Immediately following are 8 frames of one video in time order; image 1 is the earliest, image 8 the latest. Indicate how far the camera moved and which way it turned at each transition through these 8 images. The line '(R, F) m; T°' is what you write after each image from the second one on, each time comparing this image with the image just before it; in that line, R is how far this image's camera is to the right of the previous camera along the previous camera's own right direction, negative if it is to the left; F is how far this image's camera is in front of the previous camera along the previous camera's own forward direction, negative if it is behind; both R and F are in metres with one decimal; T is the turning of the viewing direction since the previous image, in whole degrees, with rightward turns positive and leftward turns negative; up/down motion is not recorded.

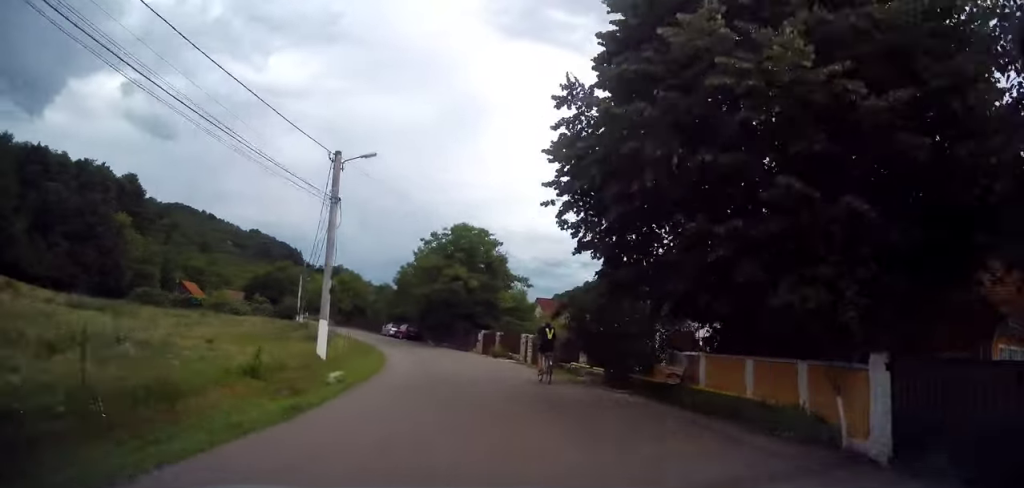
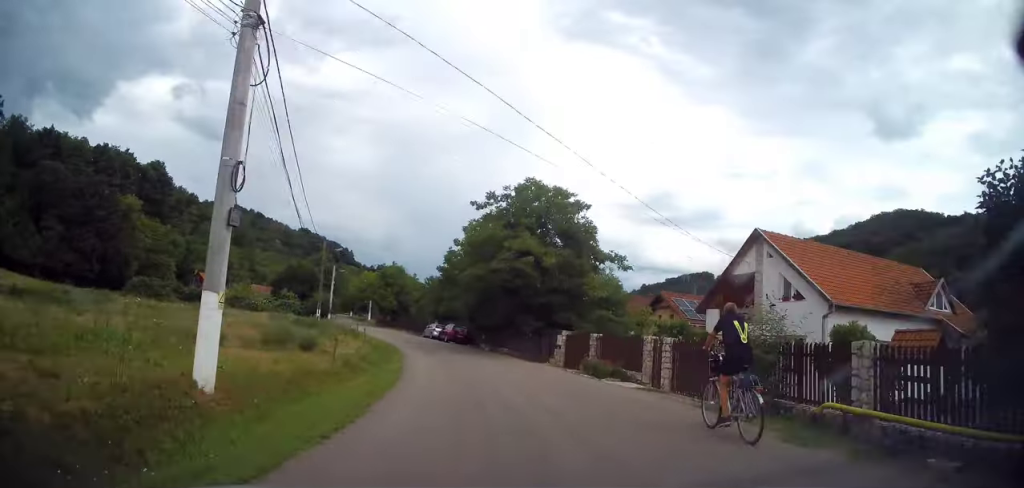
(-0.4, +13.1) m; -6°
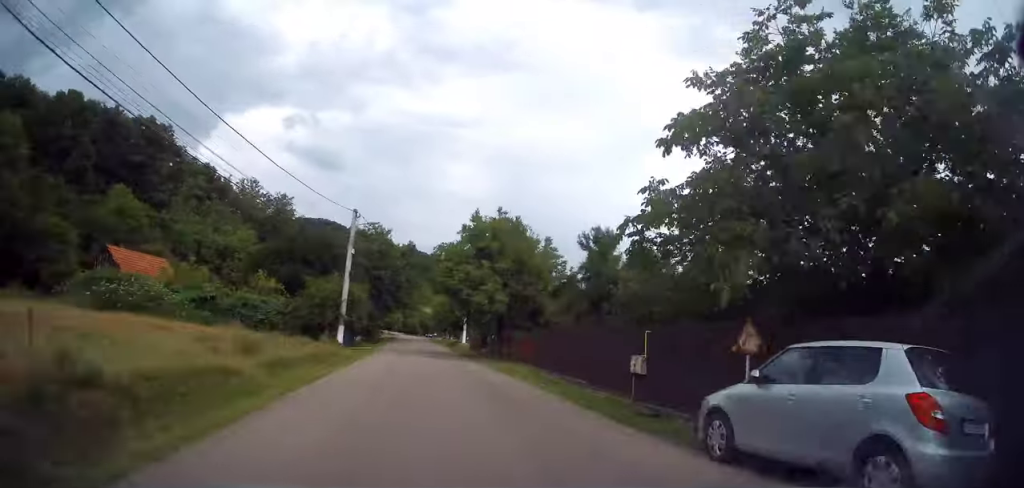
(-5.4, +46.5) m; -13°
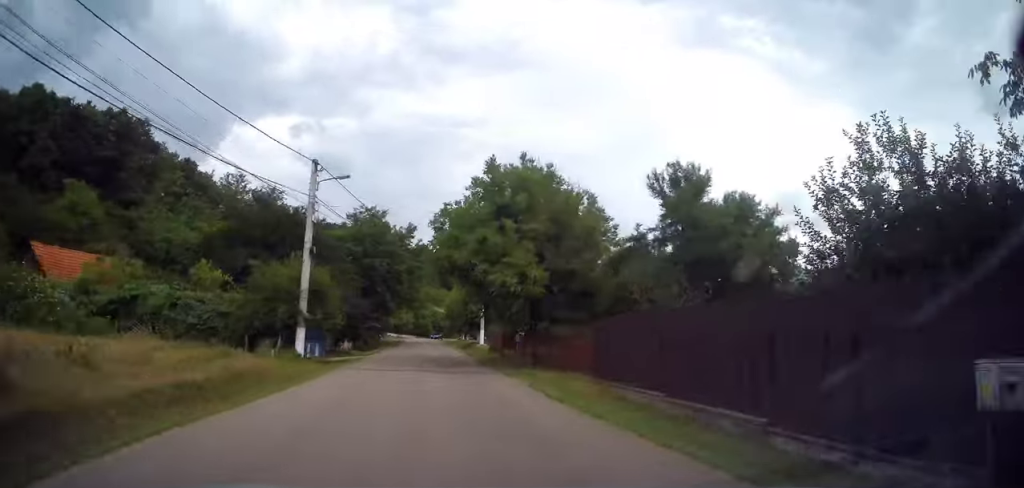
(-0.2, +10.4) m; -2°
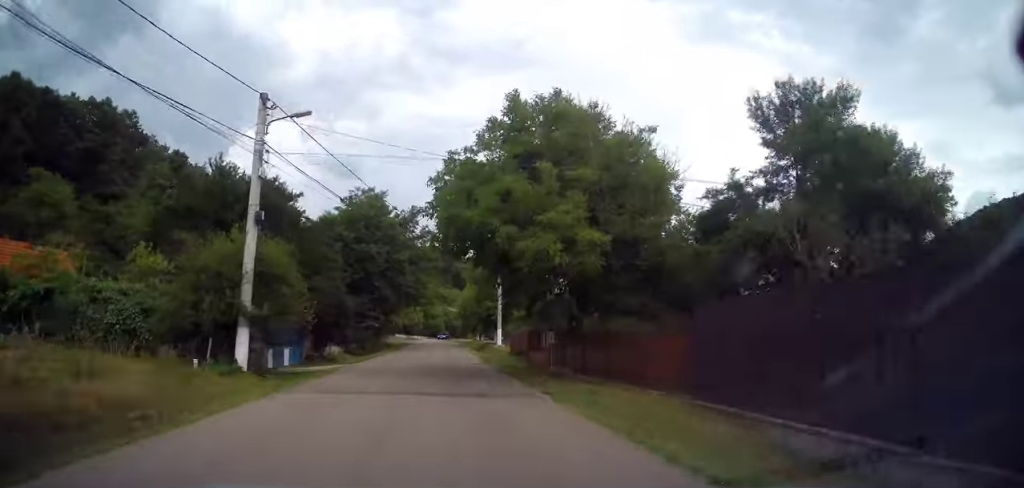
(0.0, +6.9) m; -1°
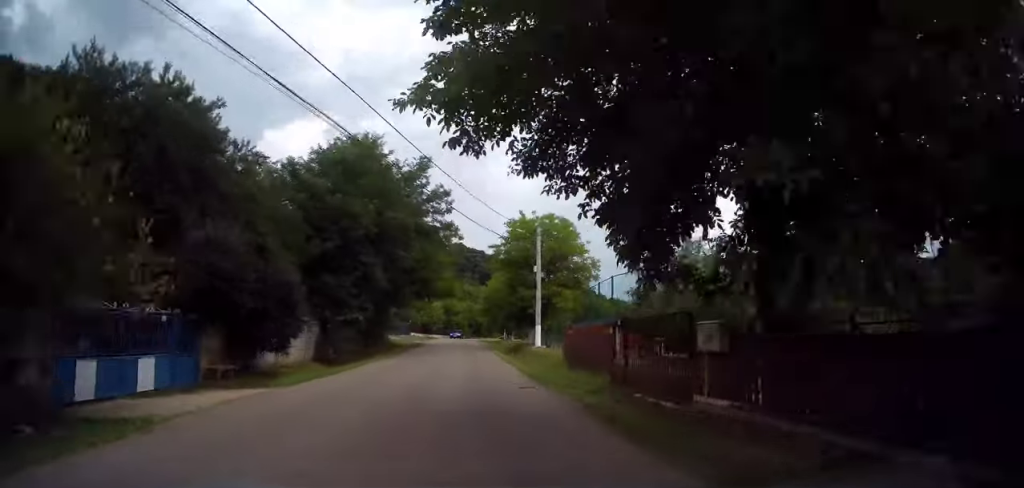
(-0.2, +11.7) m; -2°
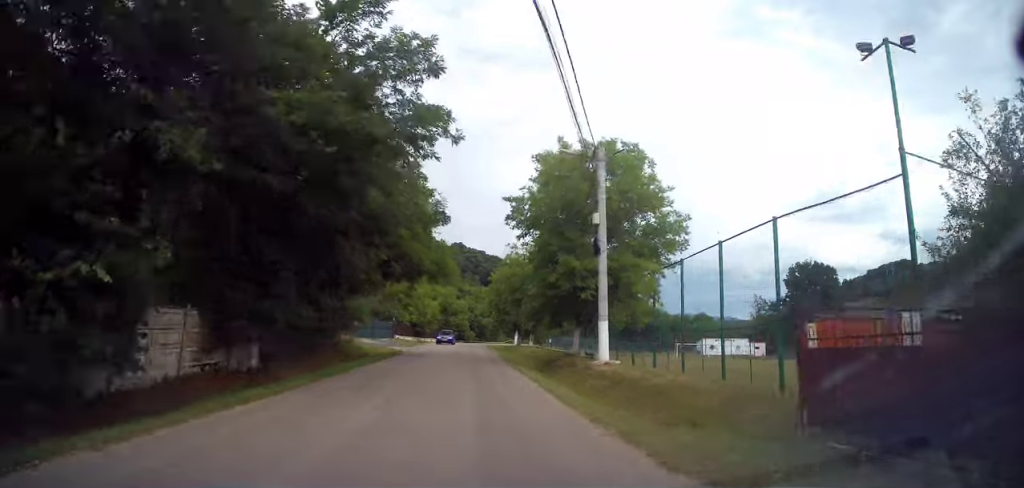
(-0.4, +17.5) m; -1°
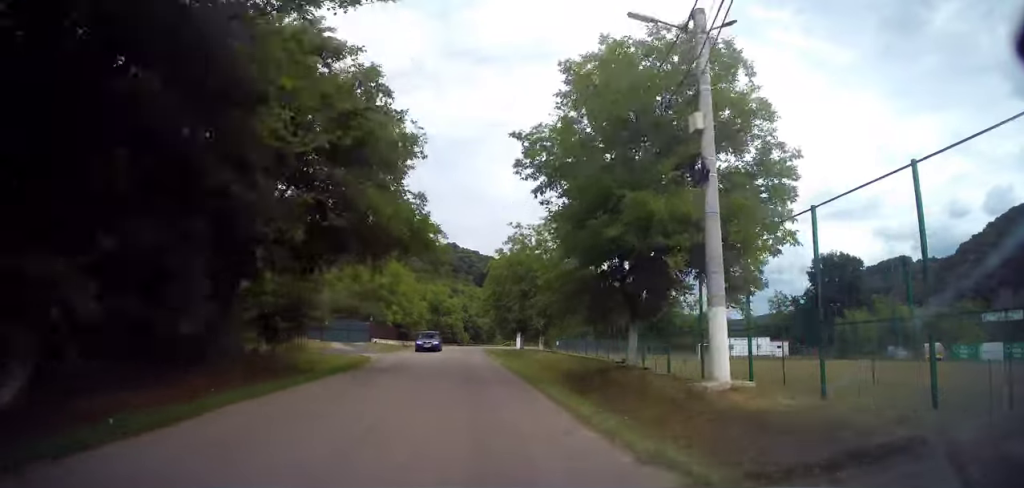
(-0.1, +9.9) m; 0°
